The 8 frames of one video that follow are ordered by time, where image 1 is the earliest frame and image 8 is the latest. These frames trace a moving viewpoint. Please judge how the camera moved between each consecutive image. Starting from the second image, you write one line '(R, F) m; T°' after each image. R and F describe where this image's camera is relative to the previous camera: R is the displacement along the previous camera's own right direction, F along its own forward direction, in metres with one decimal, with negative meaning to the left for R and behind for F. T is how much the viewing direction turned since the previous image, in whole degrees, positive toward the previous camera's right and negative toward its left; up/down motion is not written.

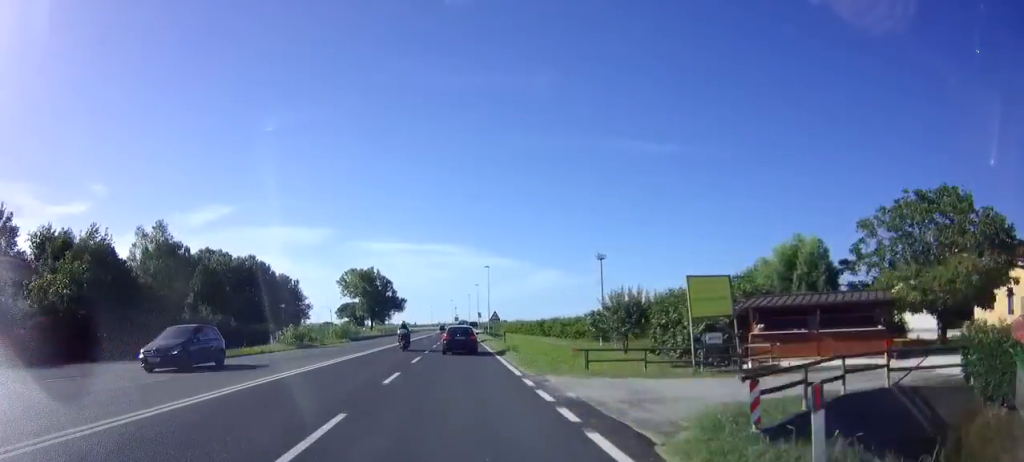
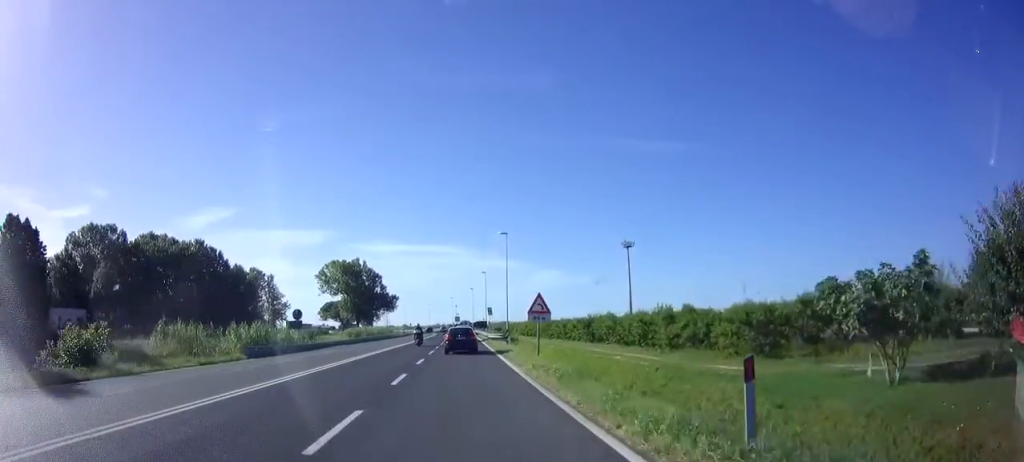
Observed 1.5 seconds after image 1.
(-0.1, +28.7) m; -1°
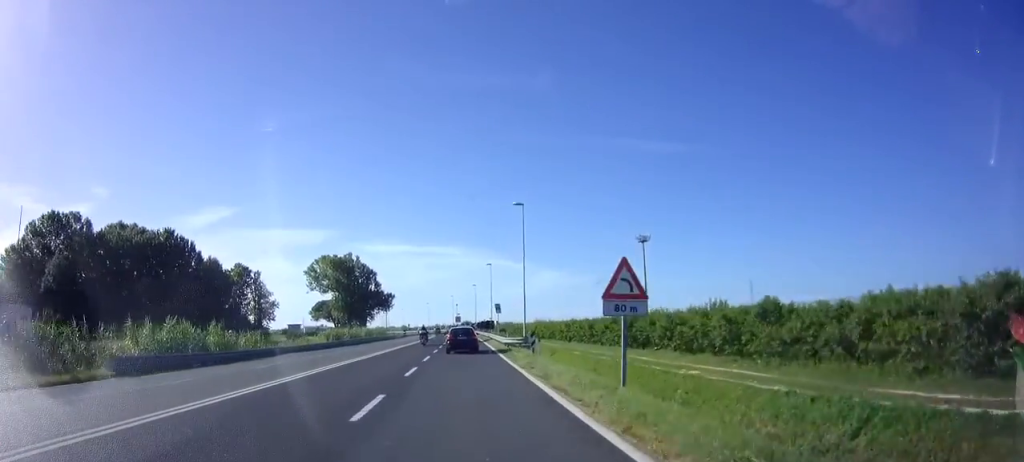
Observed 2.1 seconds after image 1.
(-0.1, +13.0) m; 0°
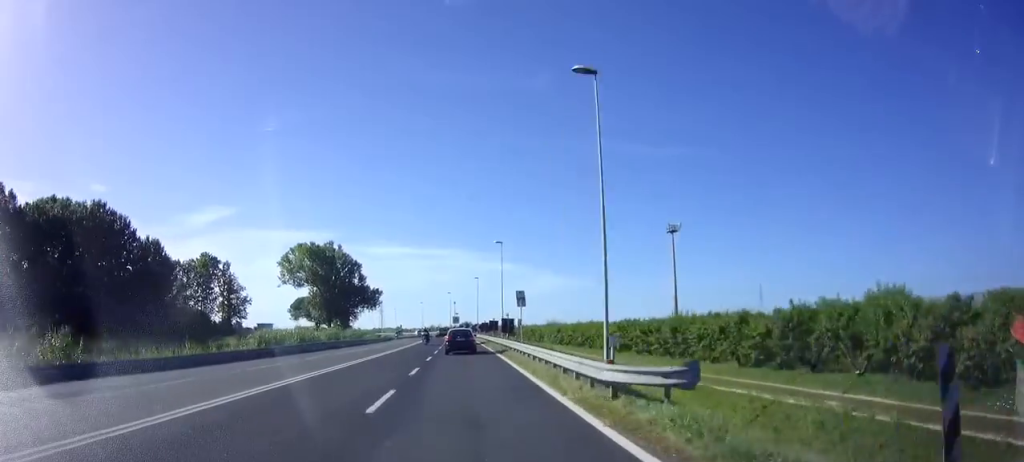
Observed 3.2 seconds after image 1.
(0.0, +21.0) m; 0°
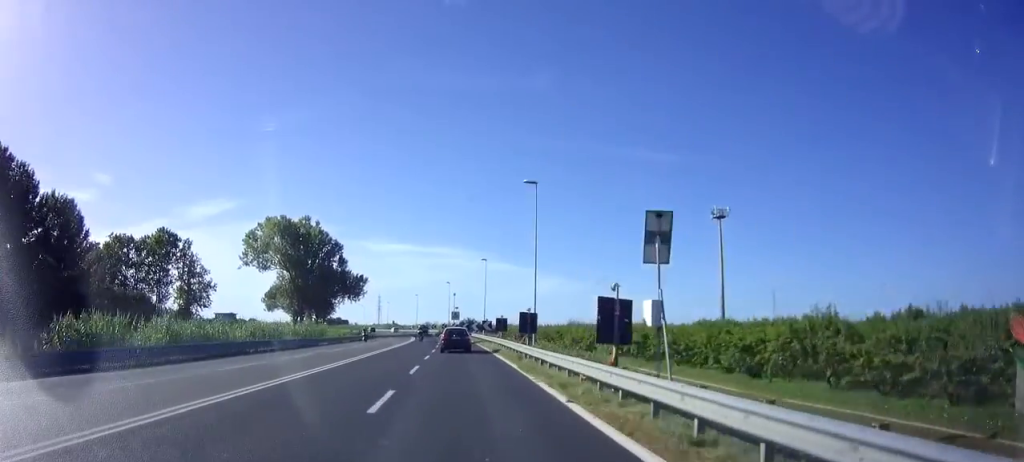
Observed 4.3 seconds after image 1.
(+0.1, +22.6) m; 0°
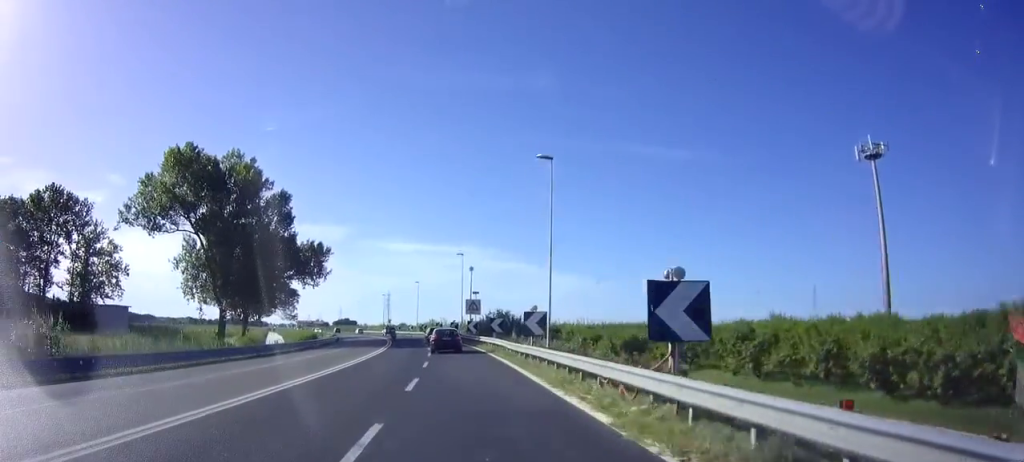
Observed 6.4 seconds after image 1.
(-0.6, +41.8) m; -2°
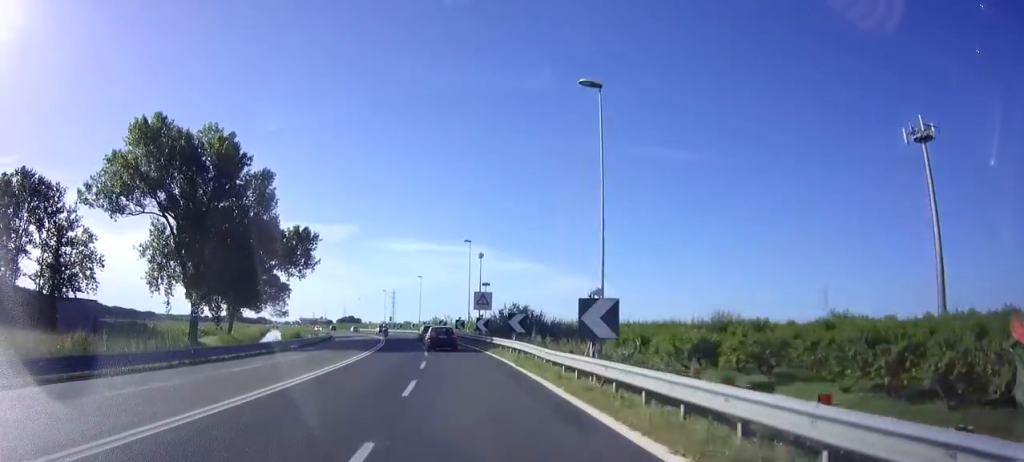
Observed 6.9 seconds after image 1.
(-0.1, +8.6) m; -1°
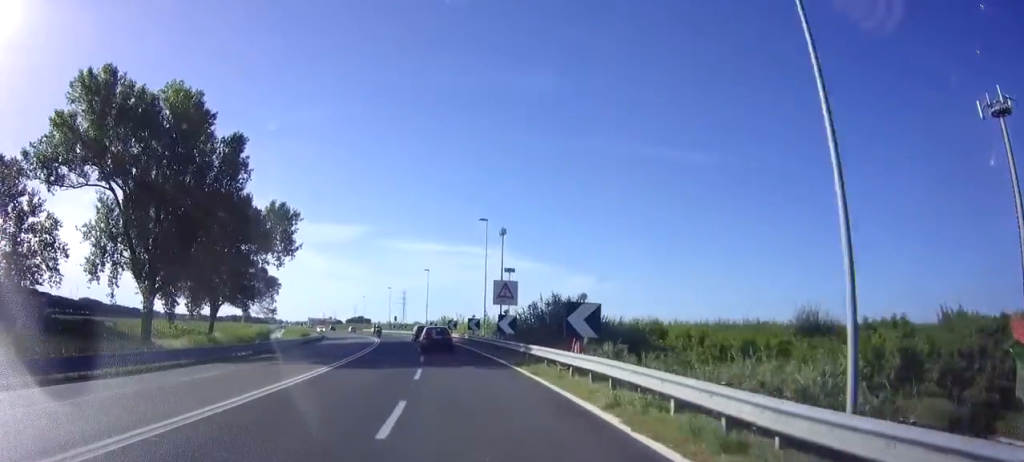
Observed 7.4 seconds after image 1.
(-0.1, +11.3) m; -1°
